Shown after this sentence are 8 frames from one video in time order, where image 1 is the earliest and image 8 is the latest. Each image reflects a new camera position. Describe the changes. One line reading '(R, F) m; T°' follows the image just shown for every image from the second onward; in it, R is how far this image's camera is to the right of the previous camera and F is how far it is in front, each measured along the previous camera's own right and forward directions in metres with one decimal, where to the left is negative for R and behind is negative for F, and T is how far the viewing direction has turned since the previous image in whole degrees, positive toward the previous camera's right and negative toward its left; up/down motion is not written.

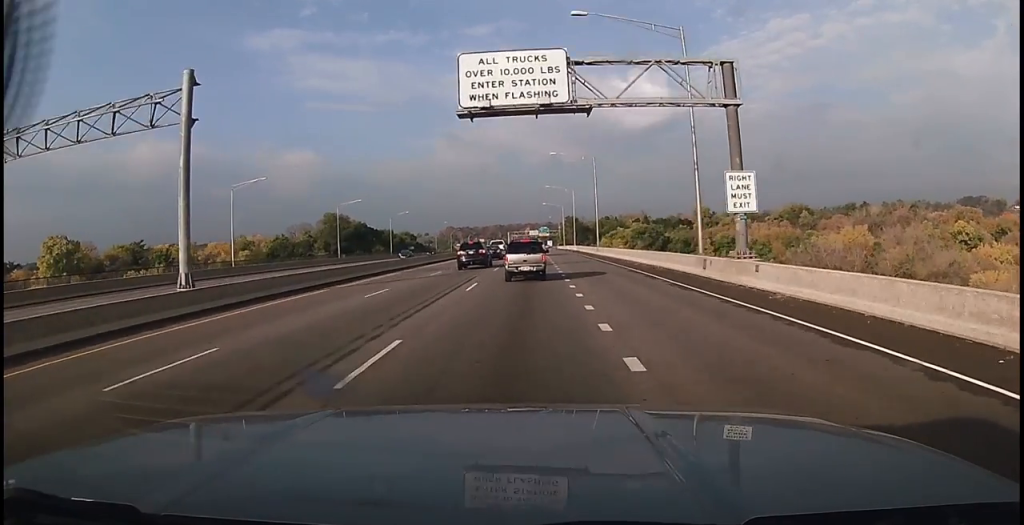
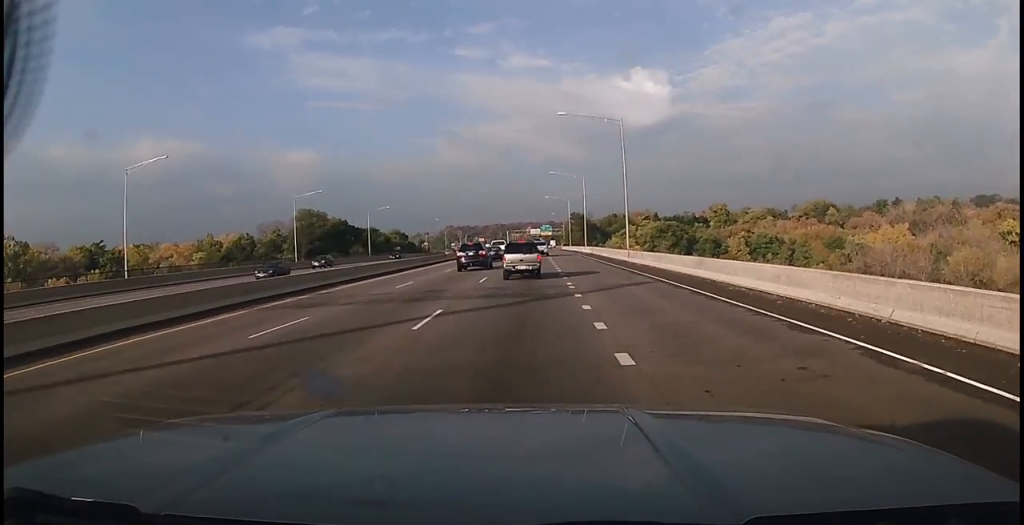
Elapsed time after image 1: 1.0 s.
(0.0, +27.0) m; +1°
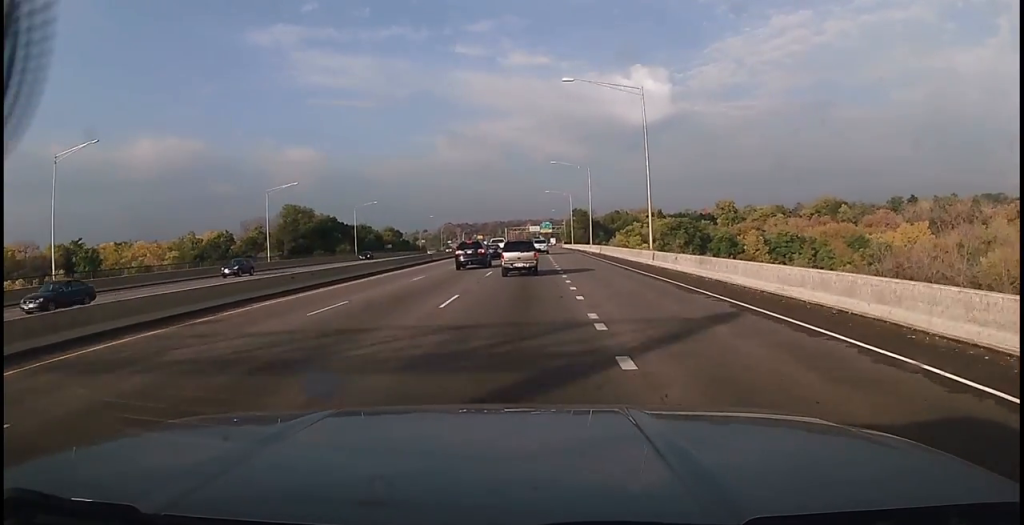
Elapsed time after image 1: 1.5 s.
(-0.1, +12.1) m; 0°
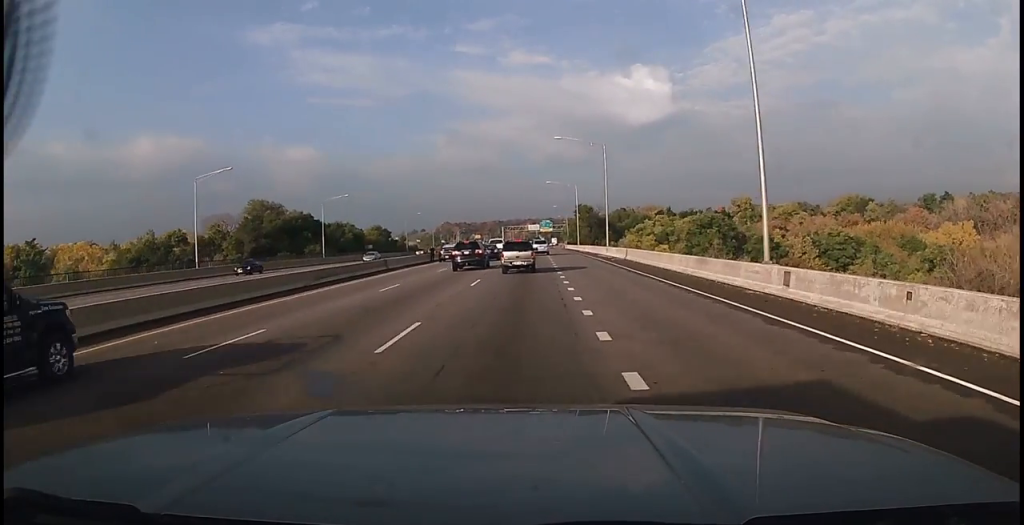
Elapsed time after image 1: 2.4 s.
(+0.5, +22.8) m; 0°
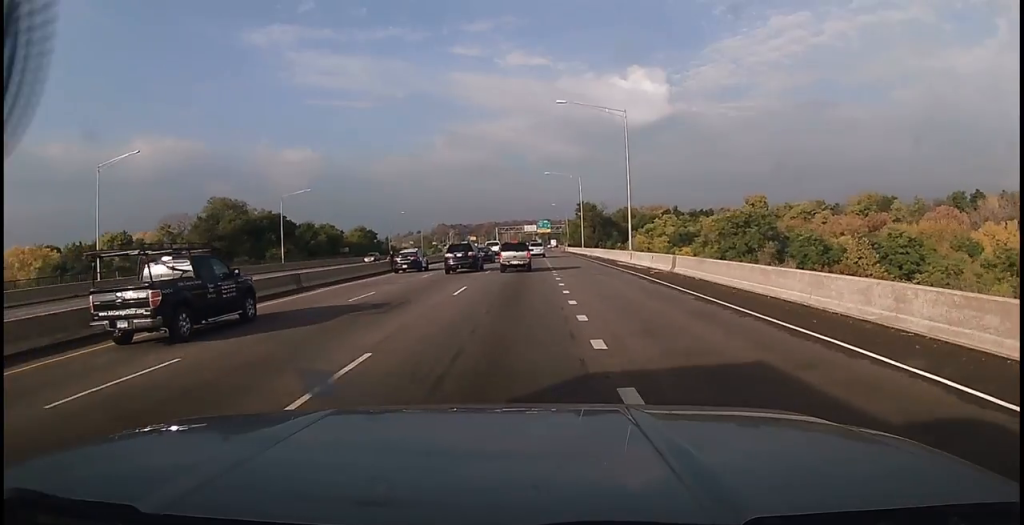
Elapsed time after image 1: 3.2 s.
(-0.4, +19.9) m; -1°
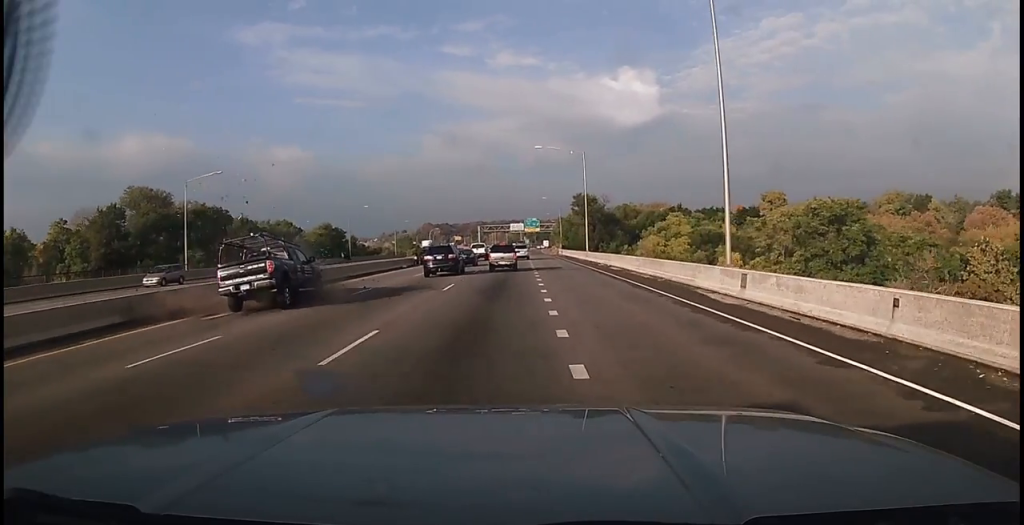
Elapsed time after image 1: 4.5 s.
(-0.1, +28.4) m; 0°
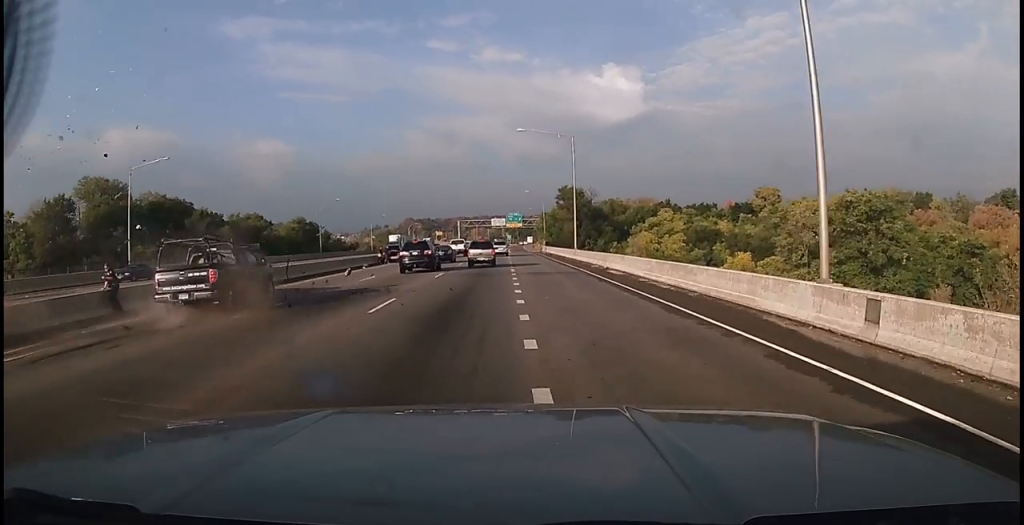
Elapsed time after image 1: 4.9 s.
(0.0, +8.9) m; +1°
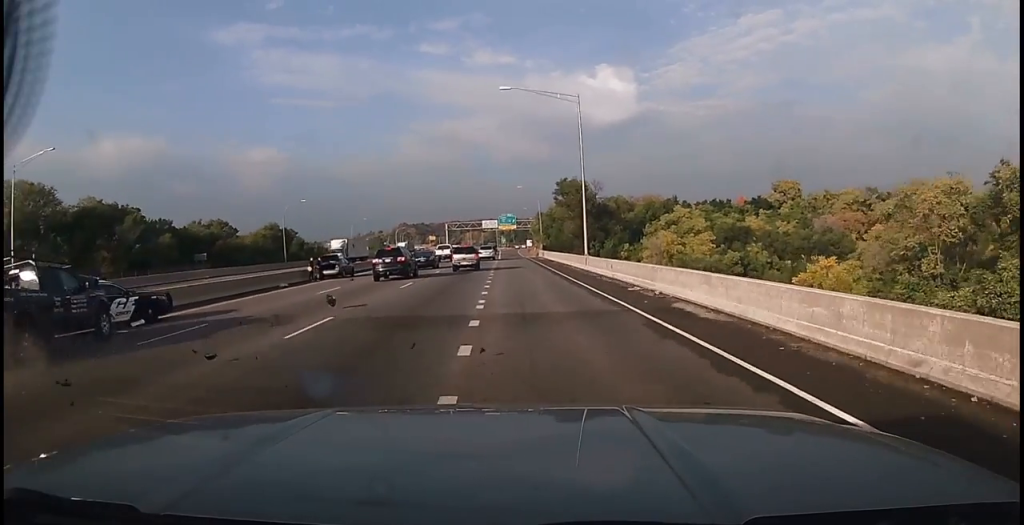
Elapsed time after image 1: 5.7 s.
(+0.1, +18.4) m; +1°
